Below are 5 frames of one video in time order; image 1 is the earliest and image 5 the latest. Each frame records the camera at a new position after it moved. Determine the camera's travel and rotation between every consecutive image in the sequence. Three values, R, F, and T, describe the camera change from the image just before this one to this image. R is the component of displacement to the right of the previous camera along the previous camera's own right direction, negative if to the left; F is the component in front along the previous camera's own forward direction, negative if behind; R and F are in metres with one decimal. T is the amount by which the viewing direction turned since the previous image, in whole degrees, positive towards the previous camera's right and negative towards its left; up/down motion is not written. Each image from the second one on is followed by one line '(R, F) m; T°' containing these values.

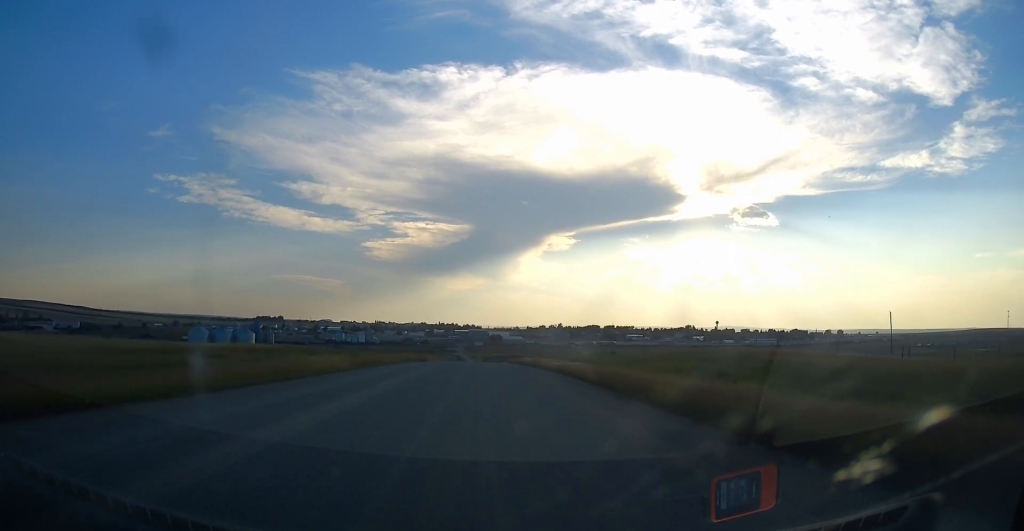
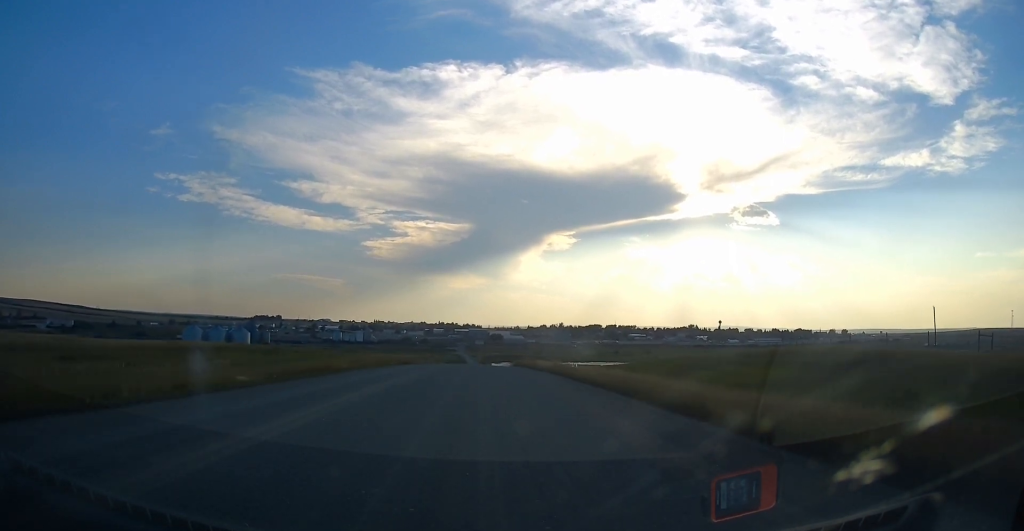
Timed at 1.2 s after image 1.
(0.0, +18.0) m; 0°
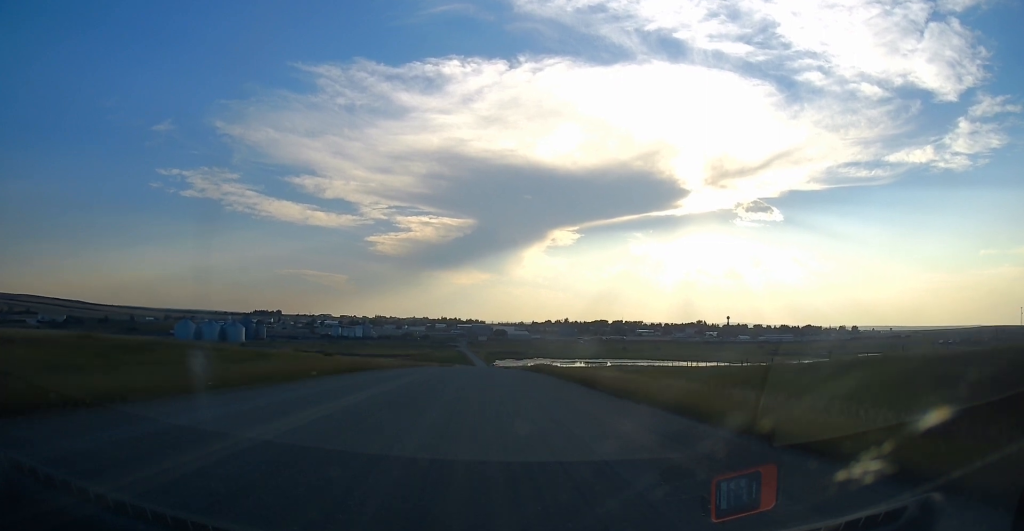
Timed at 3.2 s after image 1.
(0.0, +30.2) m; 0°
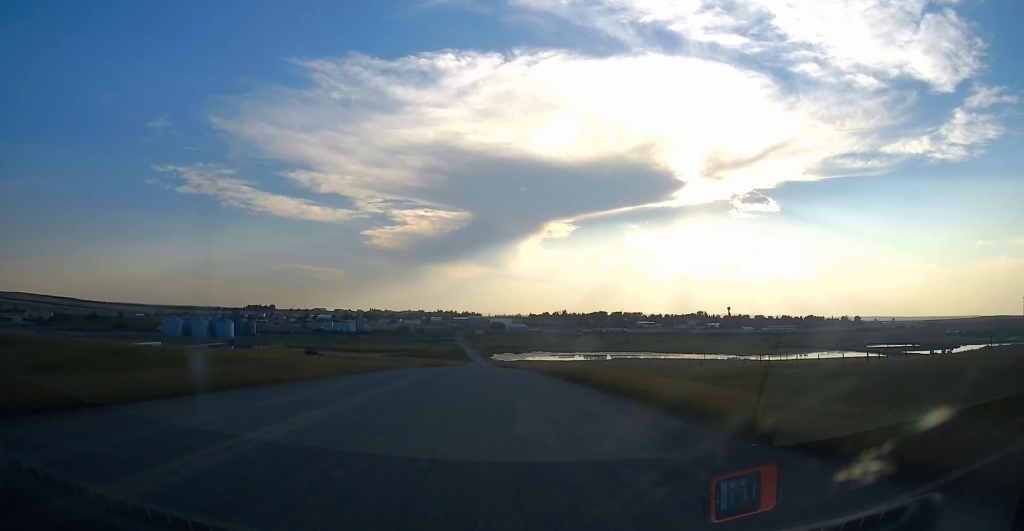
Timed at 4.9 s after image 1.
(0.0, +25.2) m; 0°
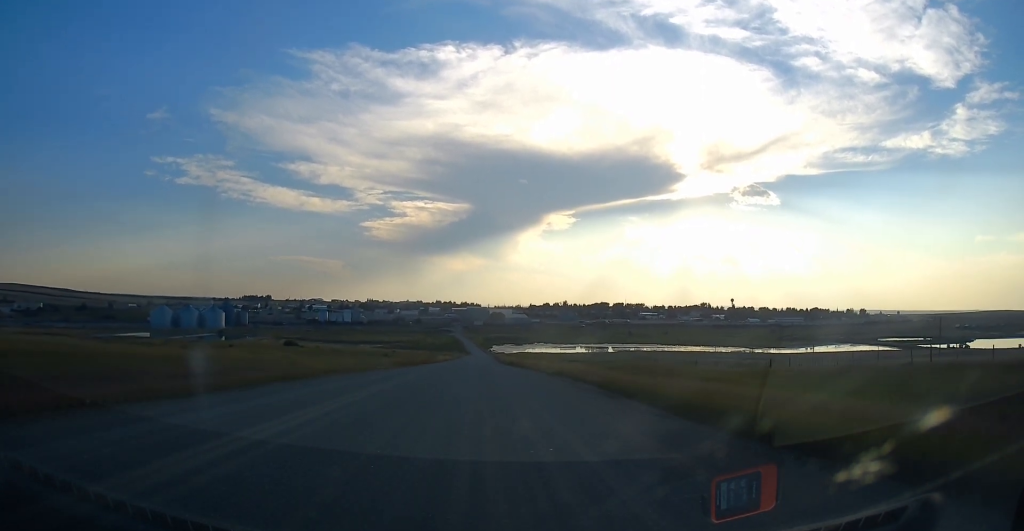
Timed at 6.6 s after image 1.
(0.0, +25.2) m; 0°
